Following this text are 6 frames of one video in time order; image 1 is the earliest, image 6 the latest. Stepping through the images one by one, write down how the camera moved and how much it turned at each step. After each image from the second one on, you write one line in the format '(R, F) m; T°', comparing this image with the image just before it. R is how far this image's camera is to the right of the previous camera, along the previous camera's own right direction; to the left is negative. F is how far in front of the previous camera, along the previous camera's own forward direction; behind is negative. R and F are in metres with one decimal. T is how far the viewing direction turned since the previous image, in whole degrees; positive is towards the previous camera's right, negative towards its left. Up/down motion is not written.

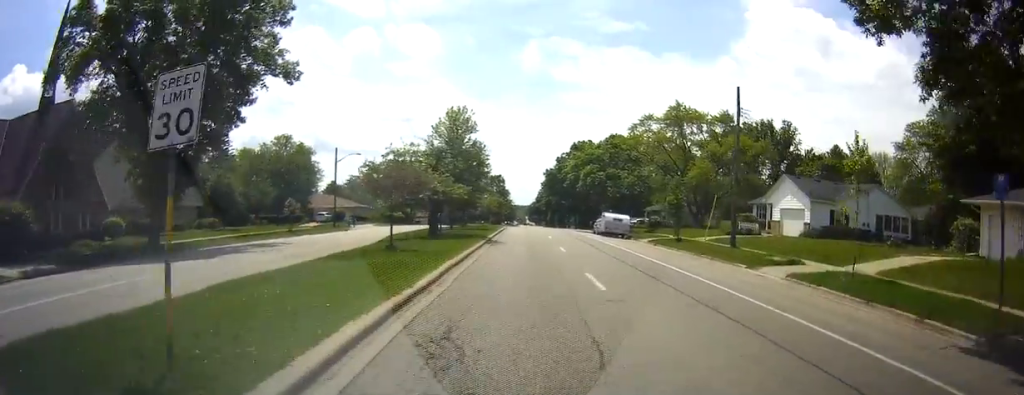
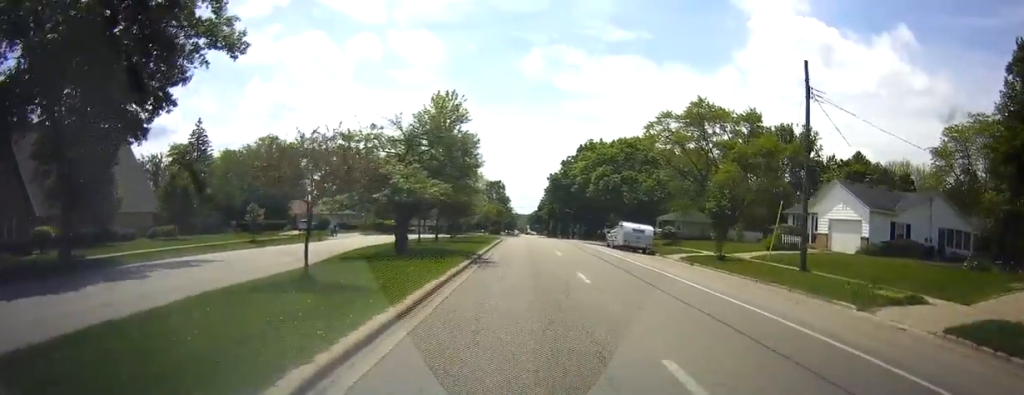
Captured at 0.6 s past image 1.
(+0.3, +8.5) m; +2°
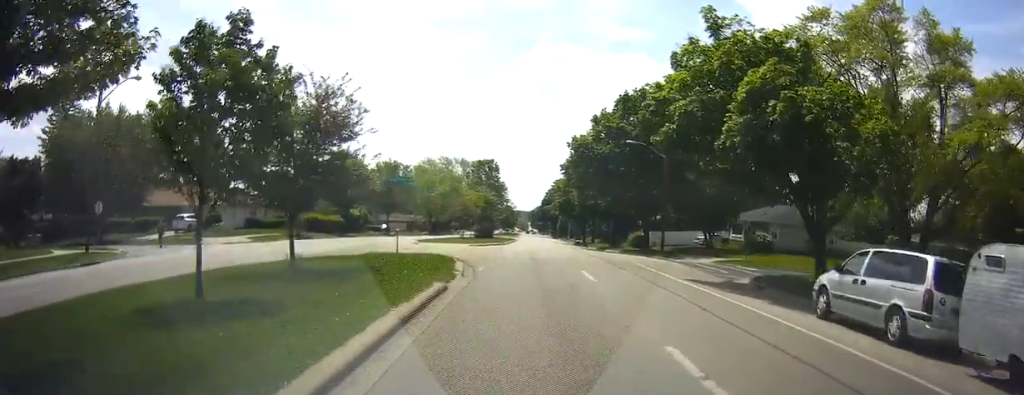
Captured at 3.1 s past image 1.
(+0.3, +35.0) m; +1°
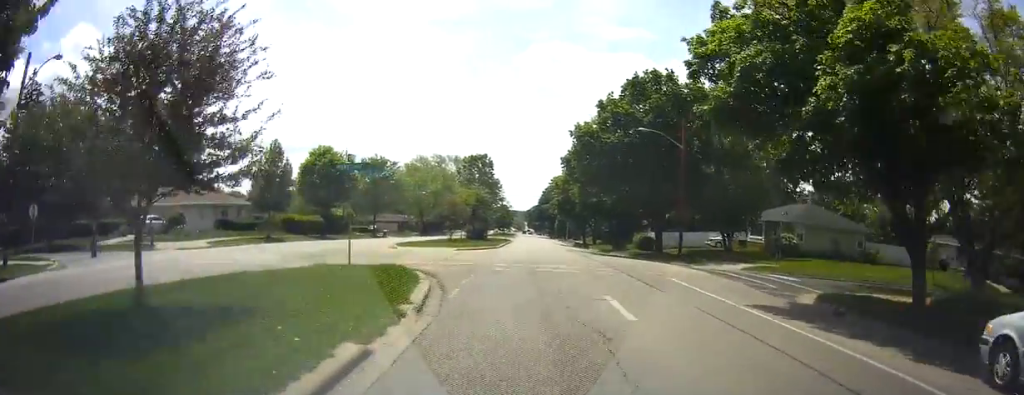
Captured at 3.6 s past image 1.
(0.0, +6.3) m; 0°
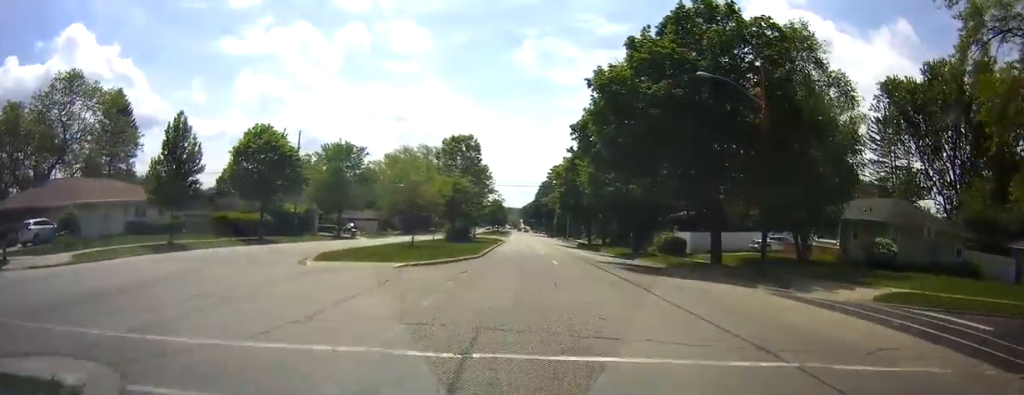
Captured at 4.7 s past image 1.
(0.0, +14.9) m; 0°
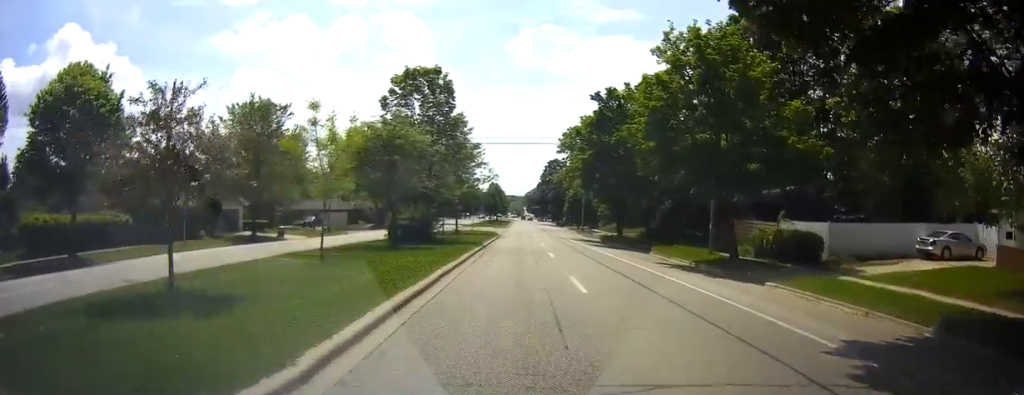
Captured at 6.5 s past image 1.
(0.0, +24.1) m; 0°
